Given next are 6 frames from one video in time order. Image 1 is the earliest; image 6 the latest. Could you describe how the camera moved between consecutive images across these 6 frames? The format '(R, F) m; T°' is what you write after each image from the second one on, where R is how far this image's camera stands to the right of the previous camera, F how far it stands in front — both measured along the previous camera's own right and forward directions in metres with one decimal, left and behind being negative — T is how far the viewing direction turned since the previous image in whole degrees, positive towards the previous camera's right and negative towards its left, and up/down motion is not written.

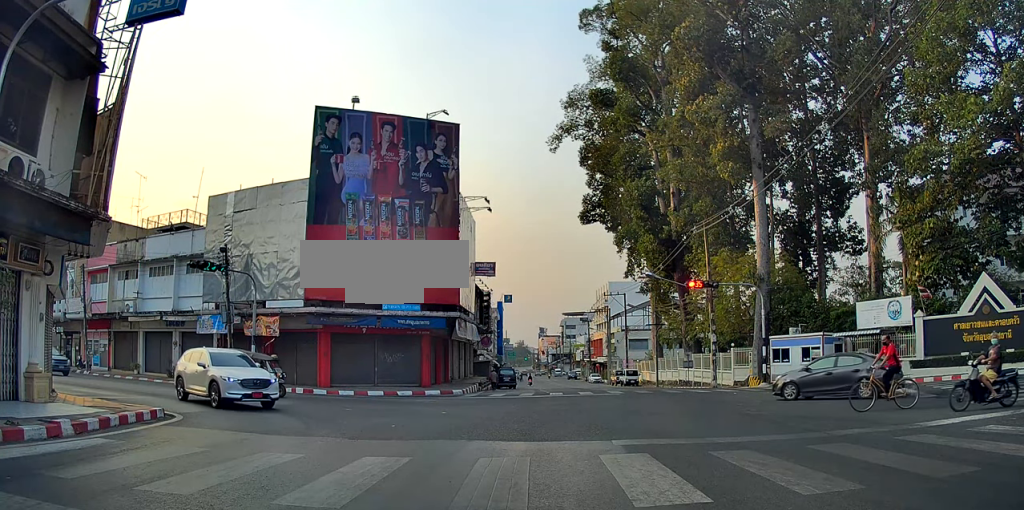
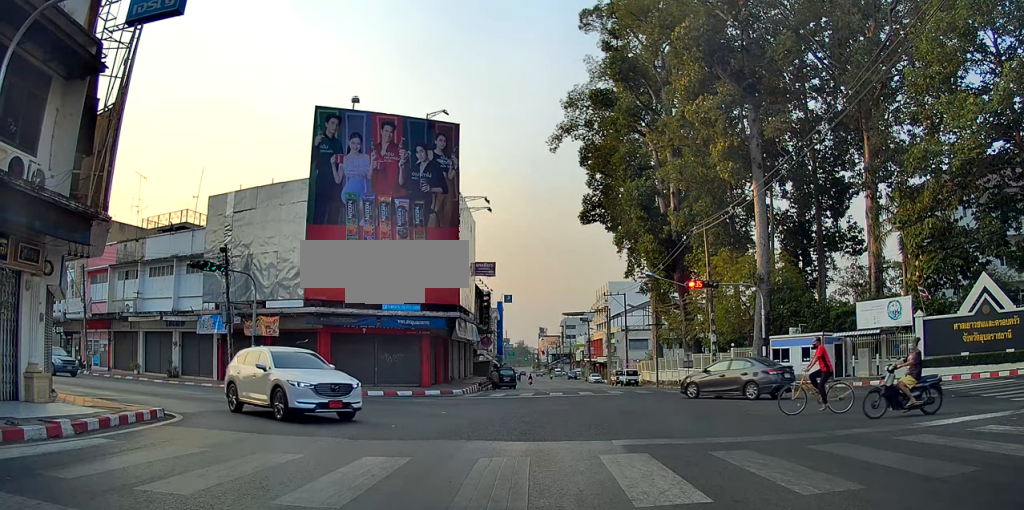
(0.0, 0.0) m; 0°
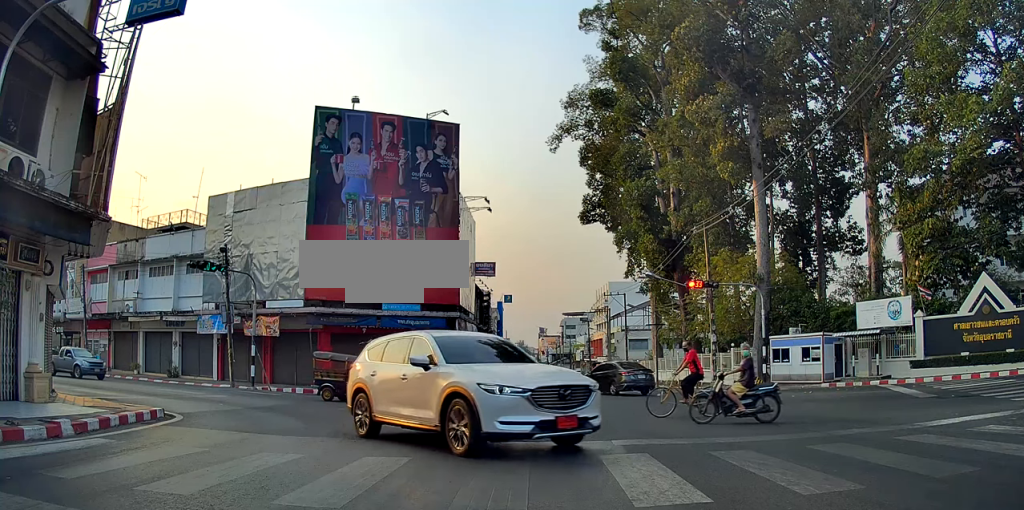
(0.0, 0.0) m; 0°
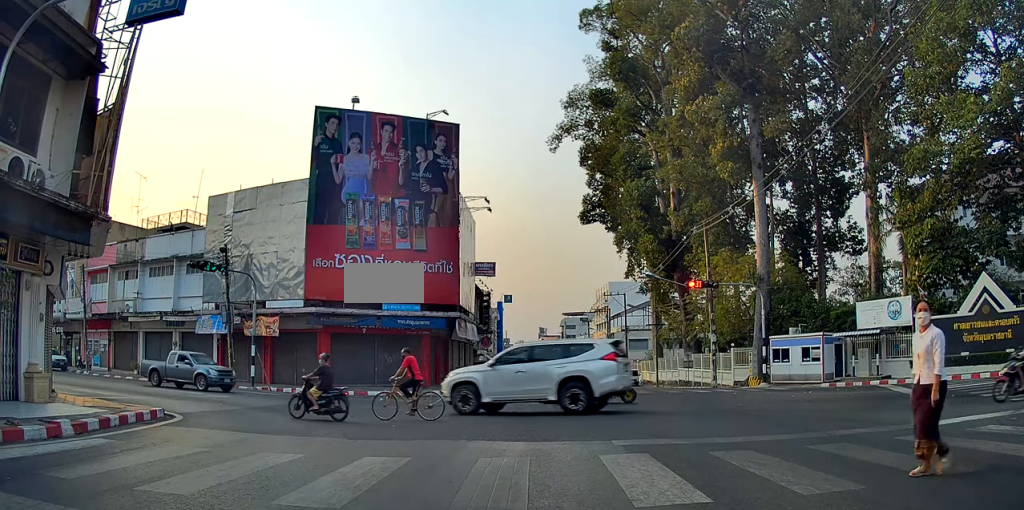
(0.0, 0.0) m; 0°
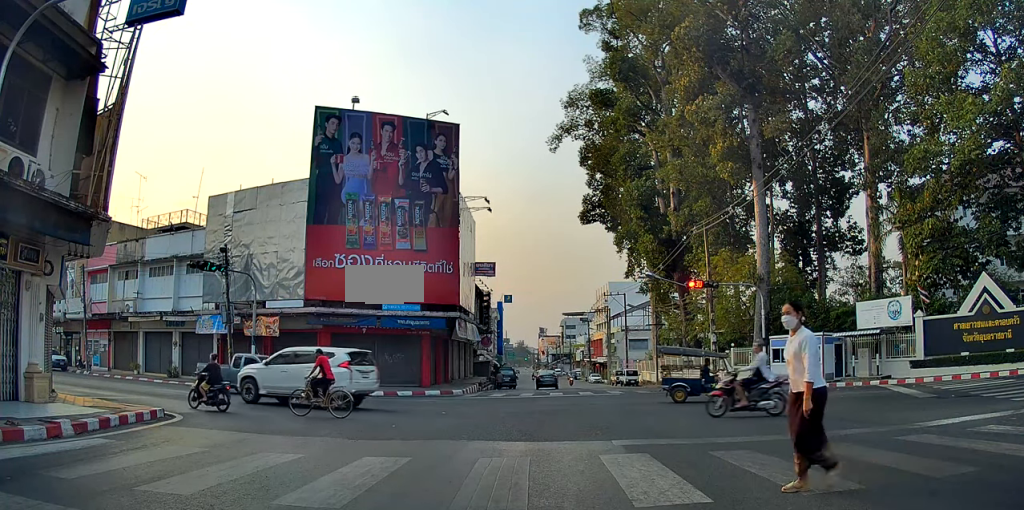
(0.0, 0.0) m; 0°
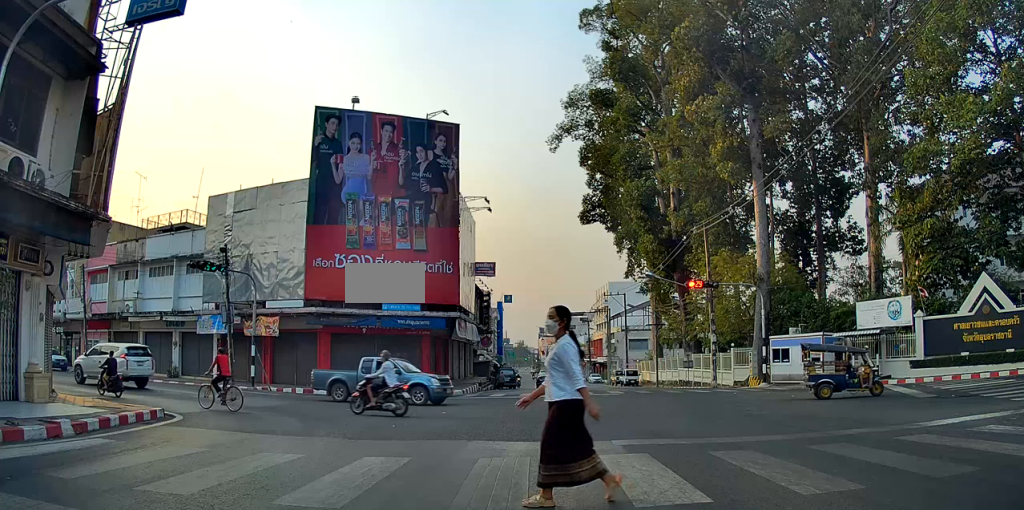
(0.0, 0.0) m; 0°
